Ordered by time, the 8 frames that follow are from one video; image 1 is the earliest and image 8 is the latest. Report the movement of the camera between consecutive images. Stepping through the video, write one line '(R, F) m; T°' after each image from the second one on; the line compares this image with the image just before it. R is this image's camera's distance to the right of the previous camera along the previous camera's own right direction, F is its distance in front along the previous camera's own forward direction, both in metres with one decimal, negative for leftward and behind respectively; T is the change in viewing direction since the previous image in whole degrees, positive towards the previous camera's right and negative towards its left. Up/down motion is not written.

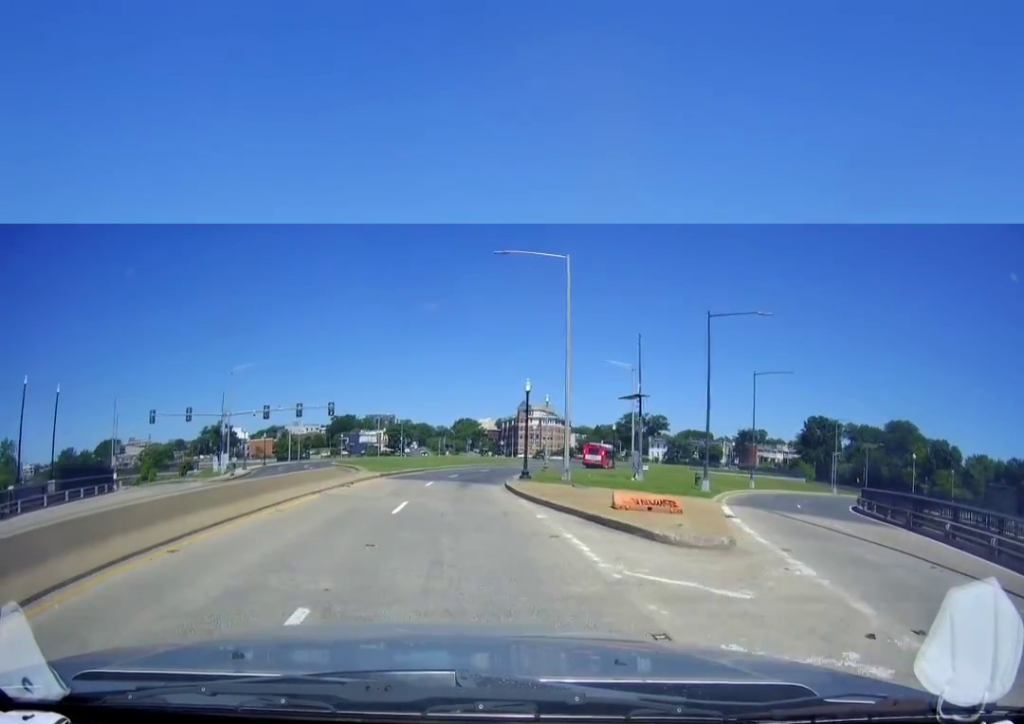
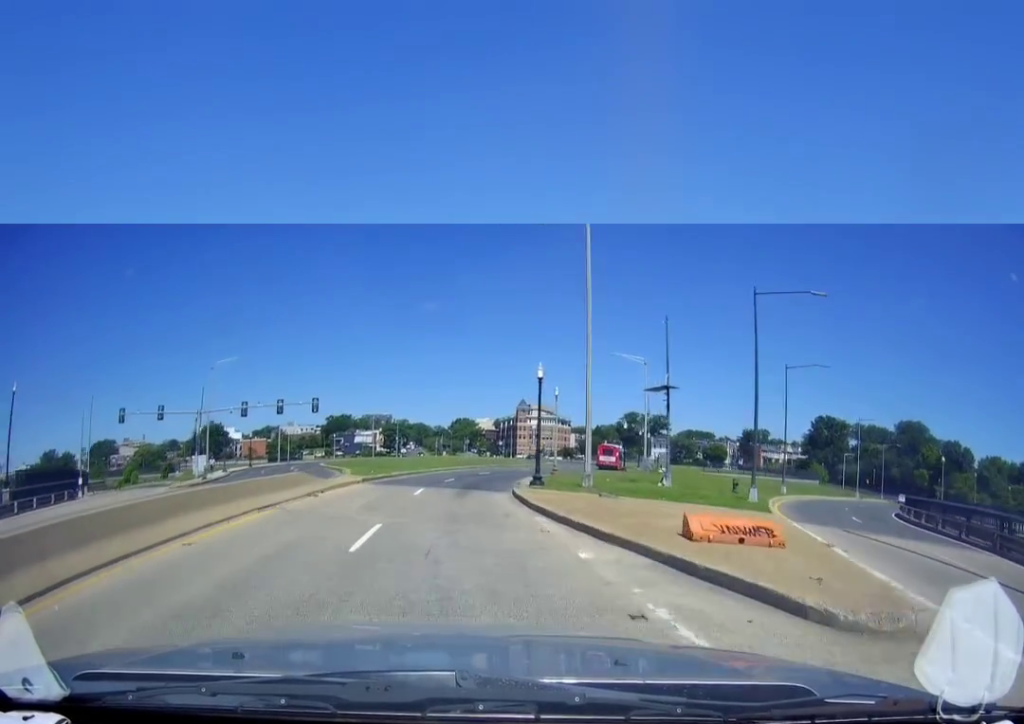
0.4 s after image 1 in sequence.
(+0.1, +5.4) m; 0°
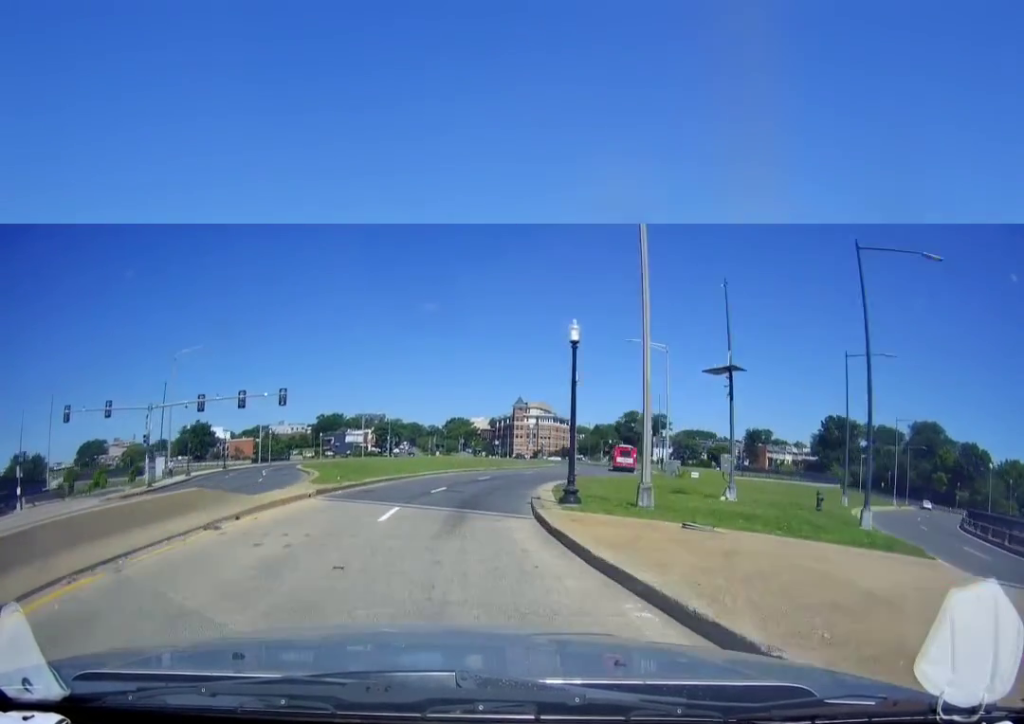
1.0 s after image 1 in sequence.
(-0.3, +8.5) m; 0°
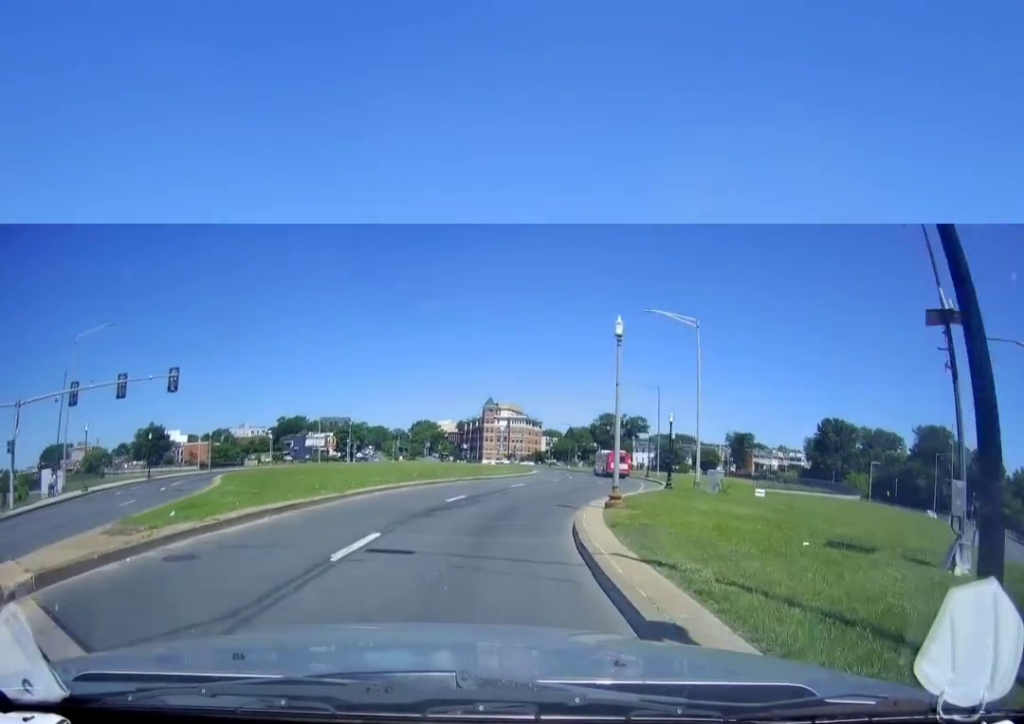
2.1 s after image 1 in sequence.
(+0.2, +14.1) m; +1°
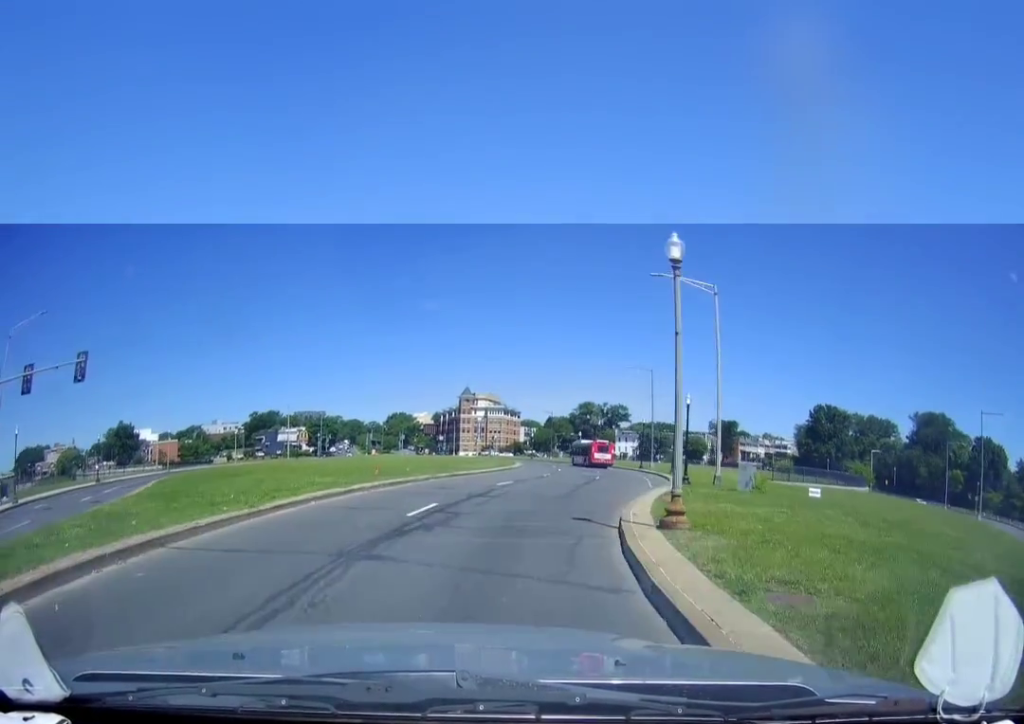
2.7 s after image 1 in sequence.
(0.0, +7.3) m; 0°
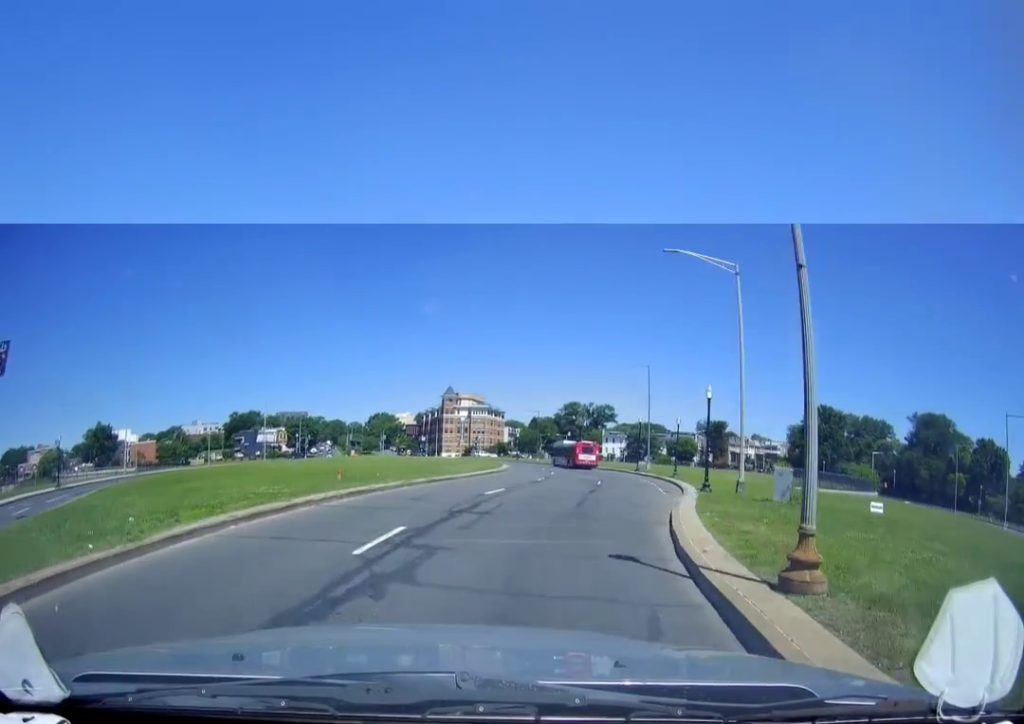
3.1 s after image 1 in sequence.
(-0.1, +5.1) m; 0°
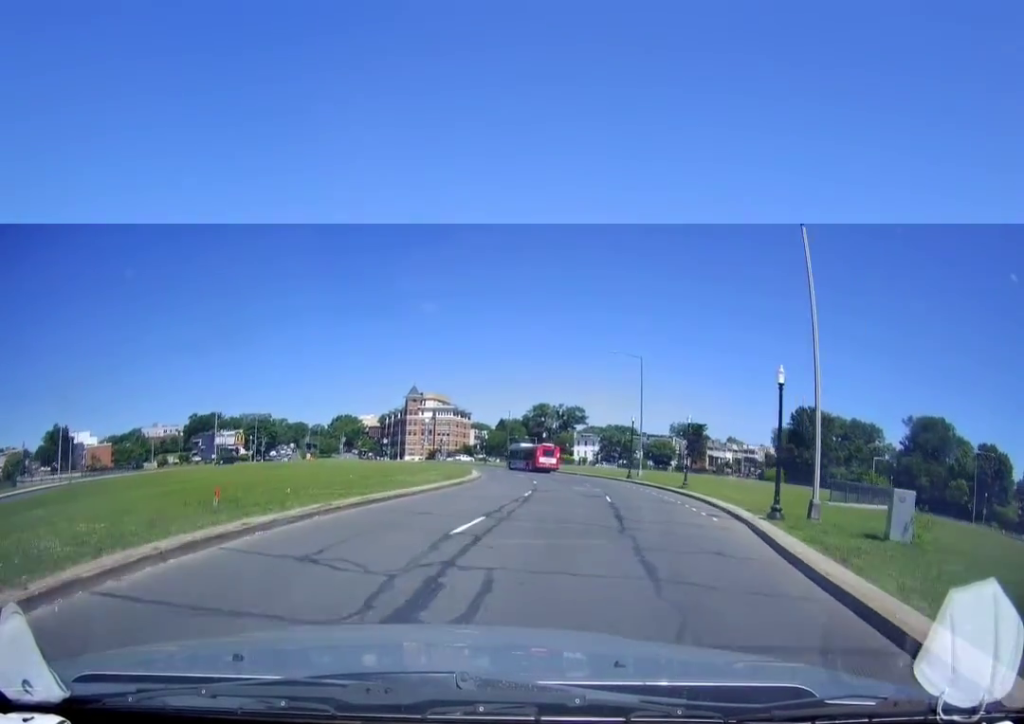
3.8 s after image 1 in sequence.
(+0.1, +9.2) m; +2°
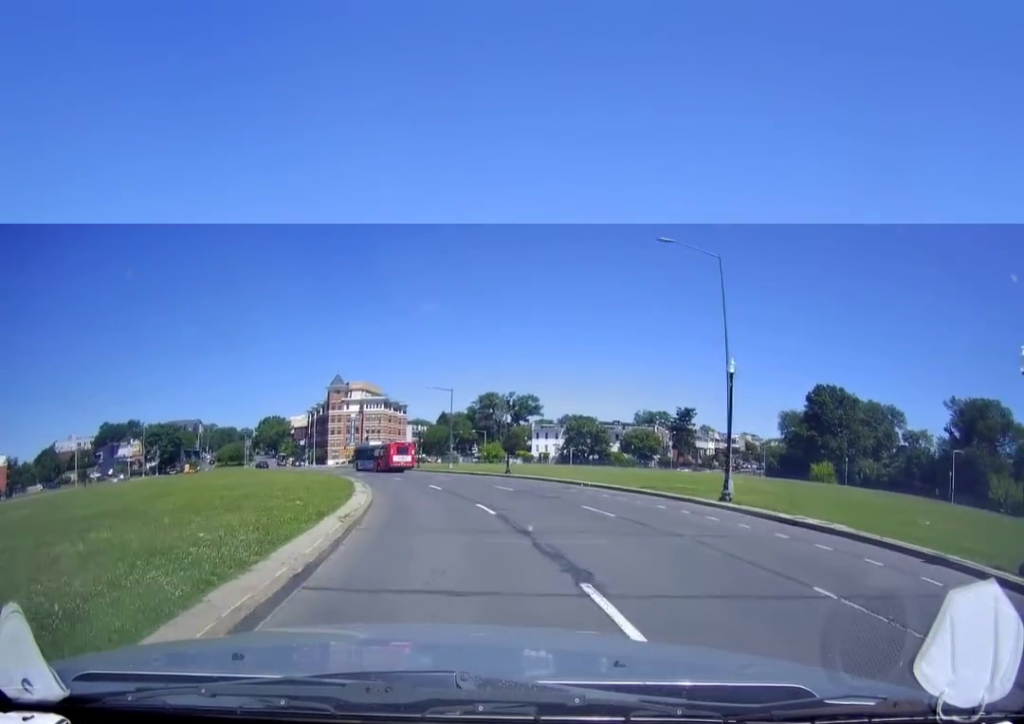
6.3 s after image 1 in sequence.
(+3.1, +31.1) m; +13°
